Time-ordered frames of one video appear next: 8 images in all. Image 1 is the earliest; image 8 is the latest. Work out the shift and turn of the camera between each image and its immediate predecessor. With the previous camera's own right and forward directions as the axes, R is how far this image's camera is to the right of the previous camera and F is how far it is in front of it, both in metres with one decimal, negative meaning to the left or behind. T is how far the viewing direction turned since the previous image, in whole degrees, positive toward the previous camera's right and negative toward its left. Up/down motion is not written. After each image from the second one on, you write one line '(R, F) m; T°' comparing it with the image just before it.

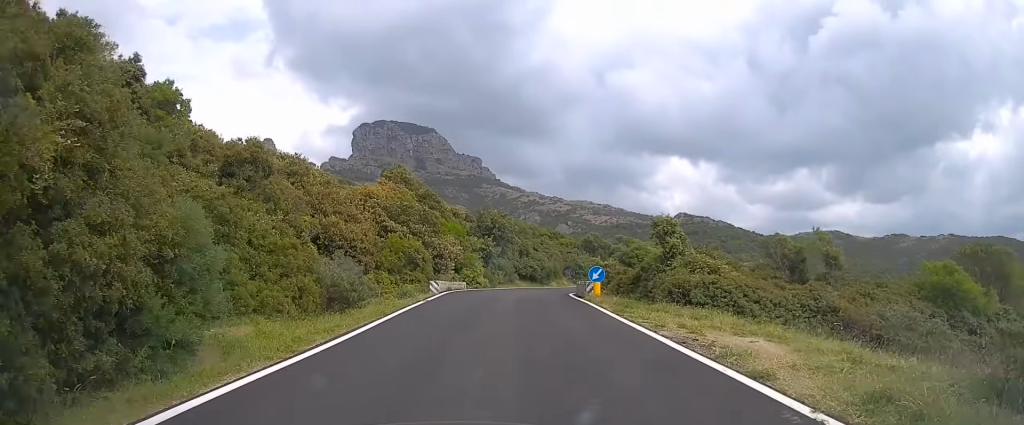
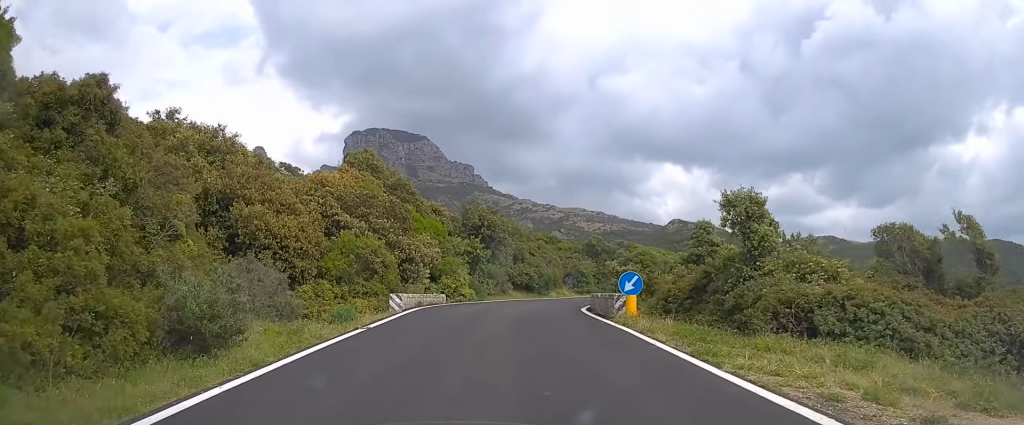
(0.0, +7.9) m; +1°
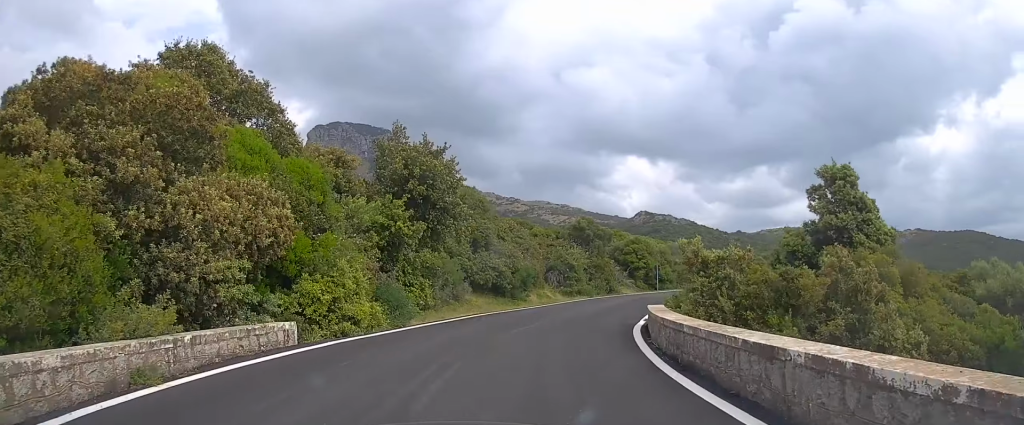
(+0.4, +16.6) m; +4°
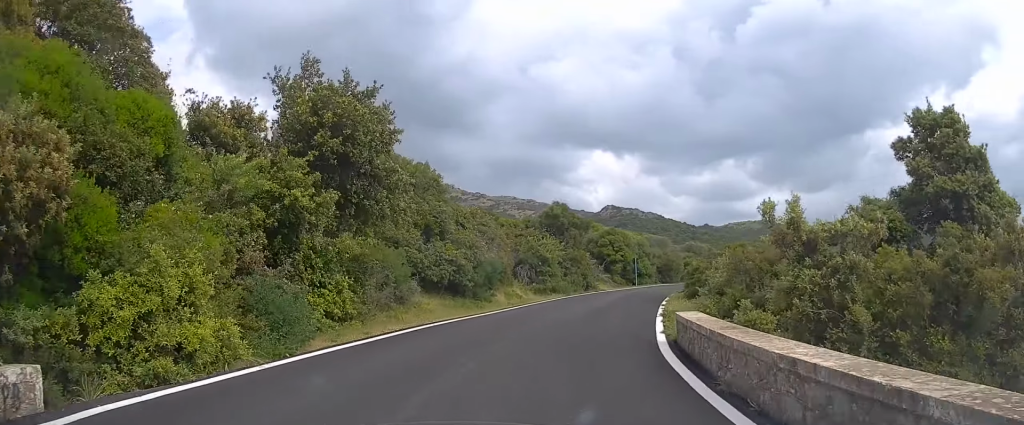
(+0.2, +6.0) m; +3°
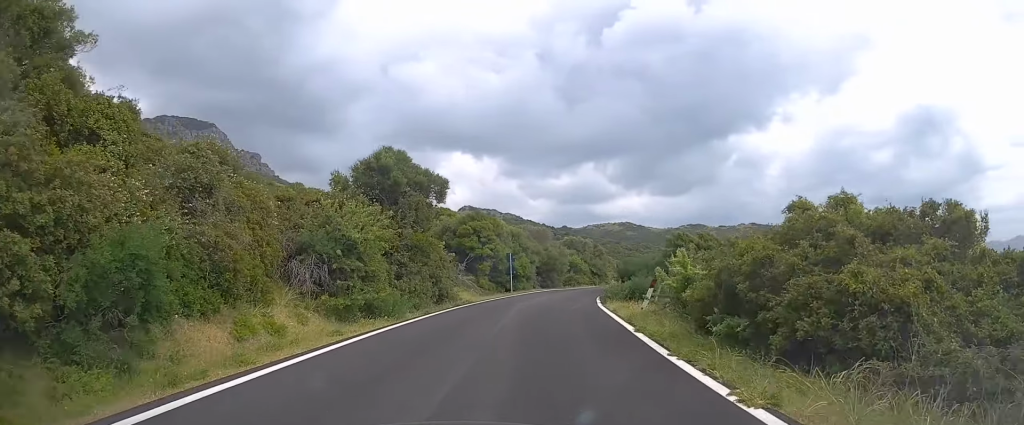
(+1.6, +18.2) m; +11°
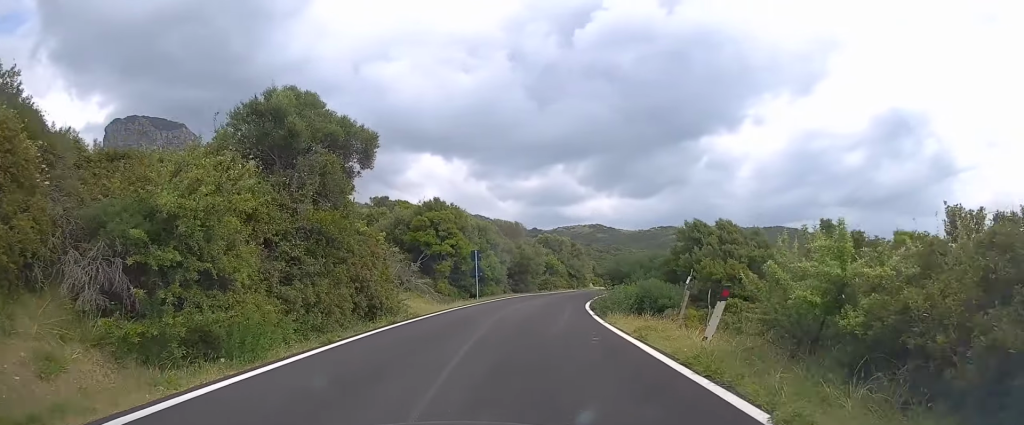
(+0.4, +8.1) m; +3°
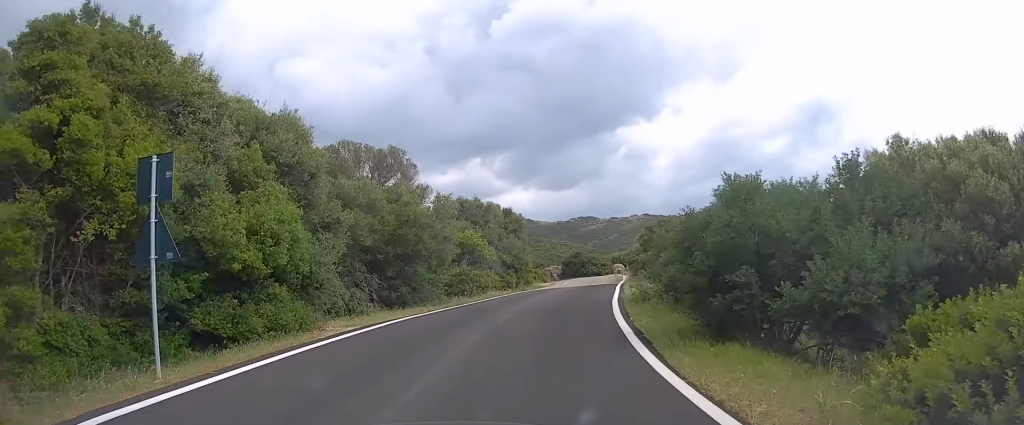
(+1.9, +27.4) m; +8°
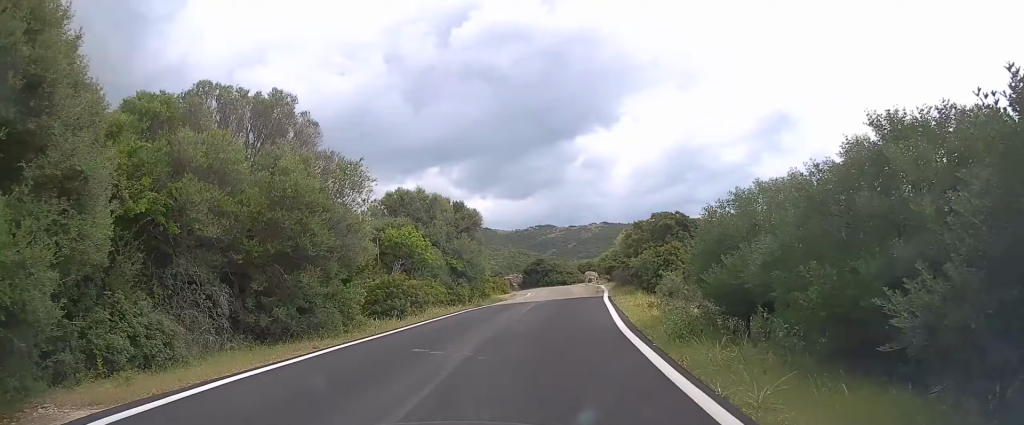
(+0.2, +7.8) m; +3°
